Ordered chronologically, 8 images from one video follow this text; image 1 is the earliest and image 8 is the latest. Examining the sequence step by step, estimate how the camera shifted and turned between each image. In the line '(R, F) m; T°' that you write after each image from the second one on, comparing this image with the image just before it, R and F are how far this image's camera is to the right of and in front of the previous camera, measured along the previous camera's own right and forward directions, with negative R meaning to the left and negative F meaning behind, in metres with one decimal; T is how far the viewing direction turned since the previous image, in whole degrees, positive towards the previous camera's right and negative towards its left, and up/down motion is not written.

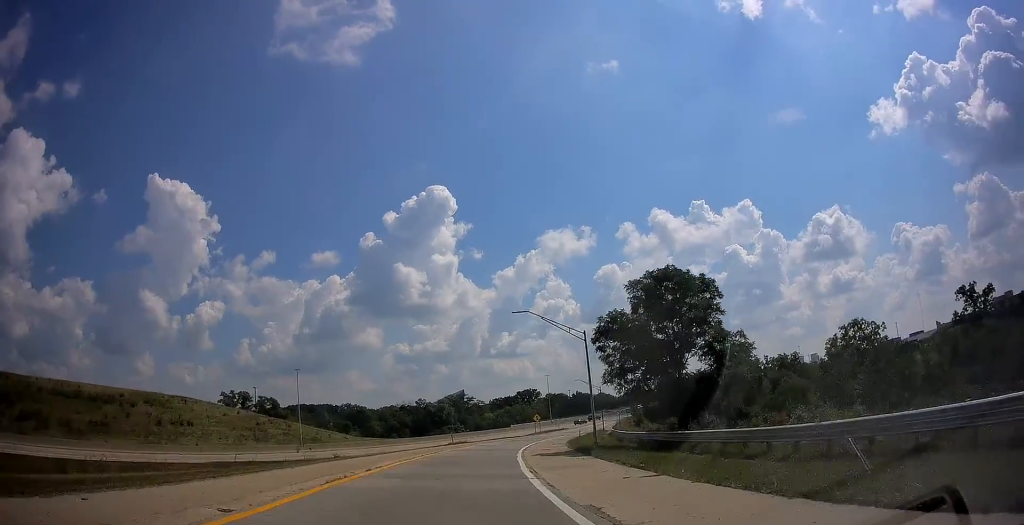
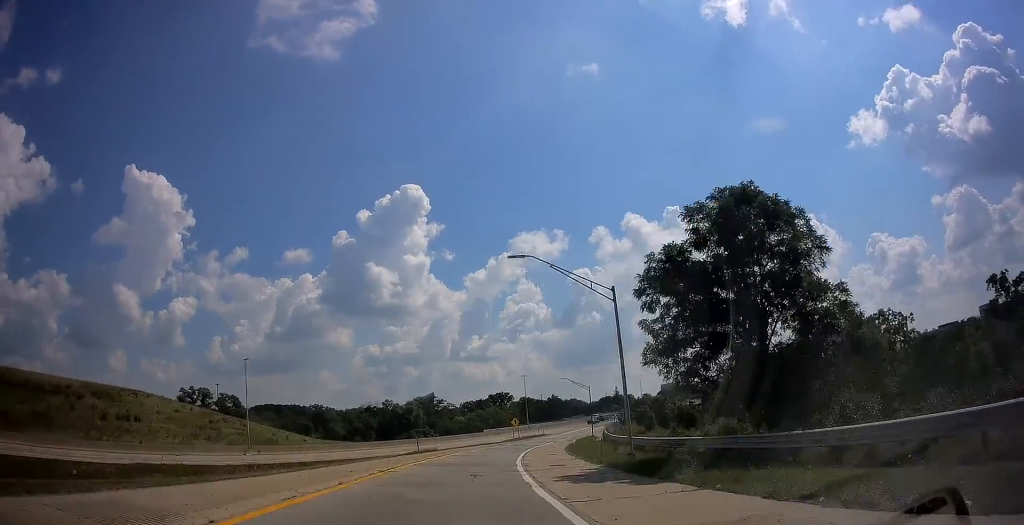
(+0.2, +12.0) m; +3°
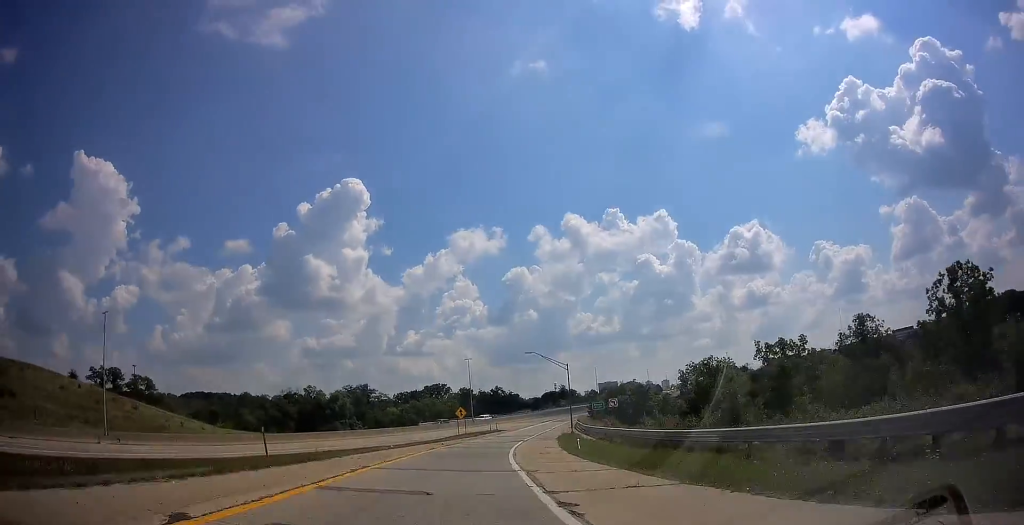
(+1.3, +25.0) m; +7°
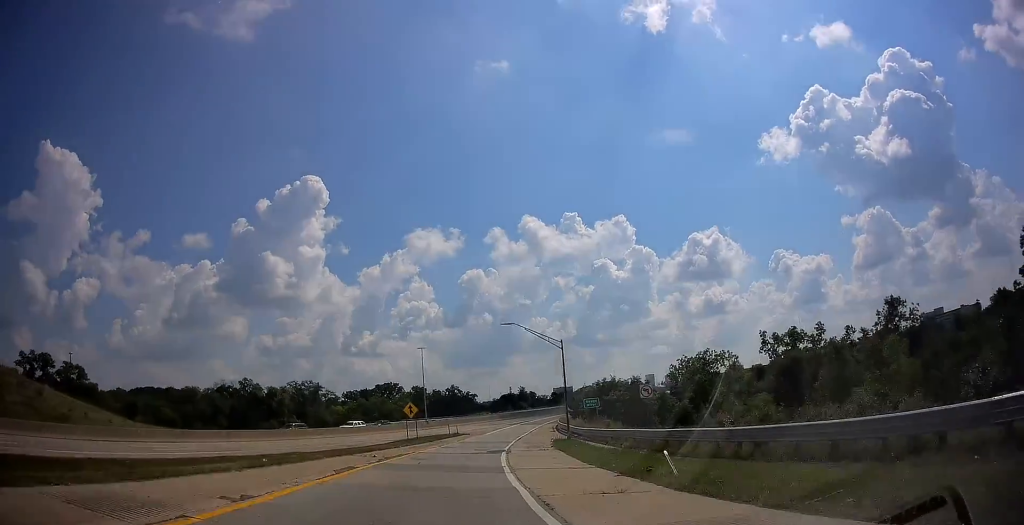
(+1.1, +18.7) m; +4°
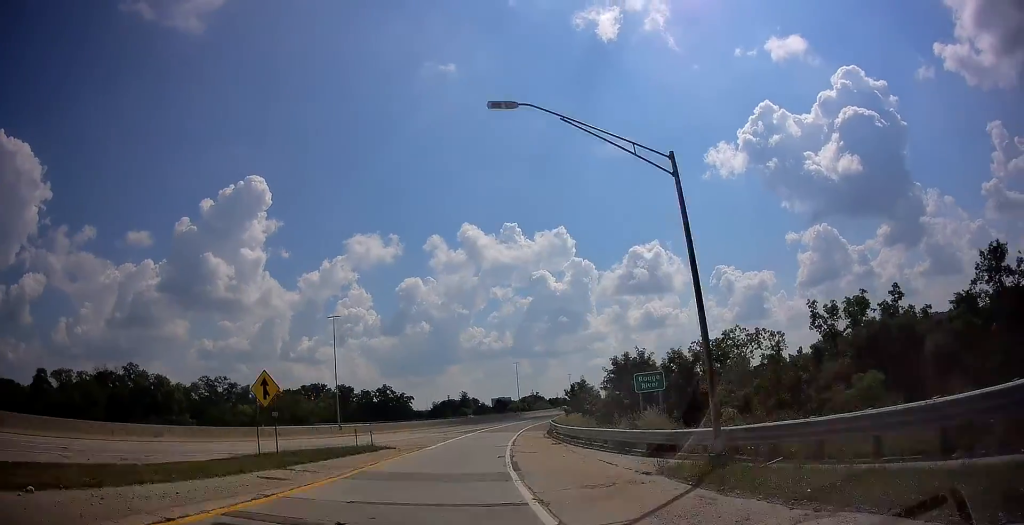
(+1.4, +30.7) m; +6°
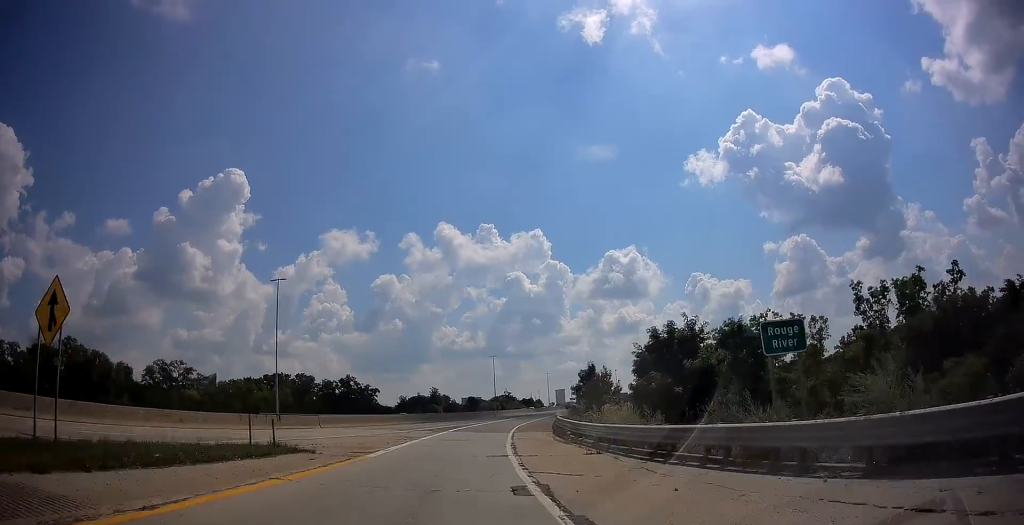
(+0.6, +14.4) m; +3°
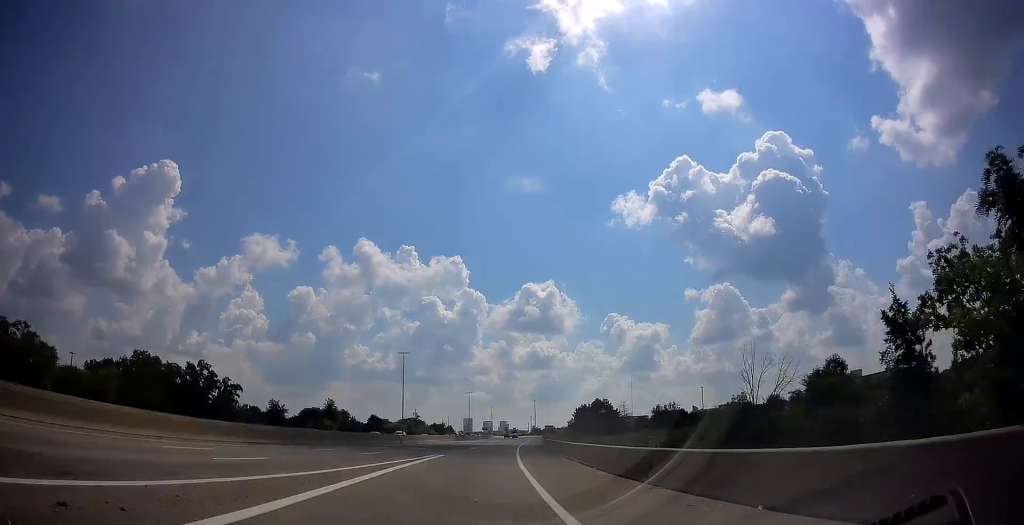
(+3.6, +42.2) m; +9°
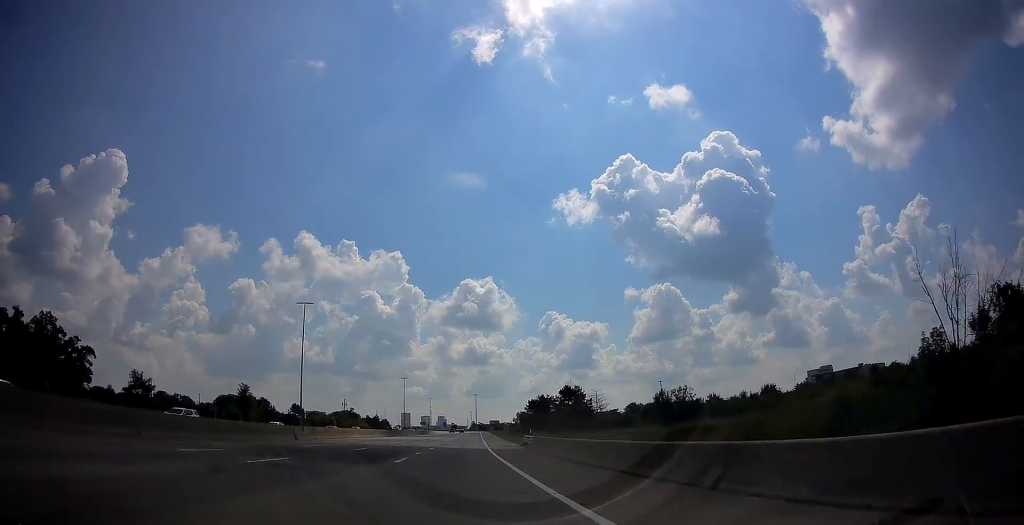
(+1.3, +30.8) m; +4°
